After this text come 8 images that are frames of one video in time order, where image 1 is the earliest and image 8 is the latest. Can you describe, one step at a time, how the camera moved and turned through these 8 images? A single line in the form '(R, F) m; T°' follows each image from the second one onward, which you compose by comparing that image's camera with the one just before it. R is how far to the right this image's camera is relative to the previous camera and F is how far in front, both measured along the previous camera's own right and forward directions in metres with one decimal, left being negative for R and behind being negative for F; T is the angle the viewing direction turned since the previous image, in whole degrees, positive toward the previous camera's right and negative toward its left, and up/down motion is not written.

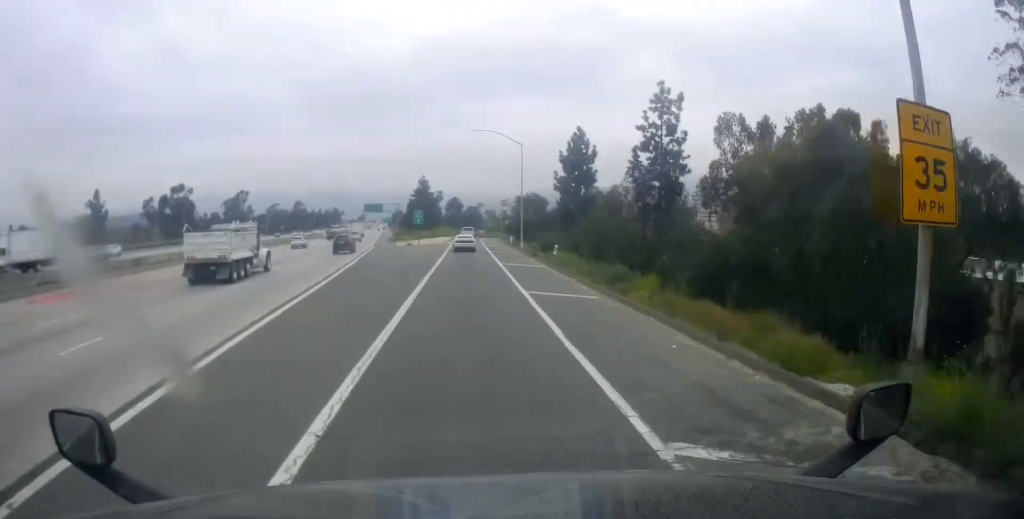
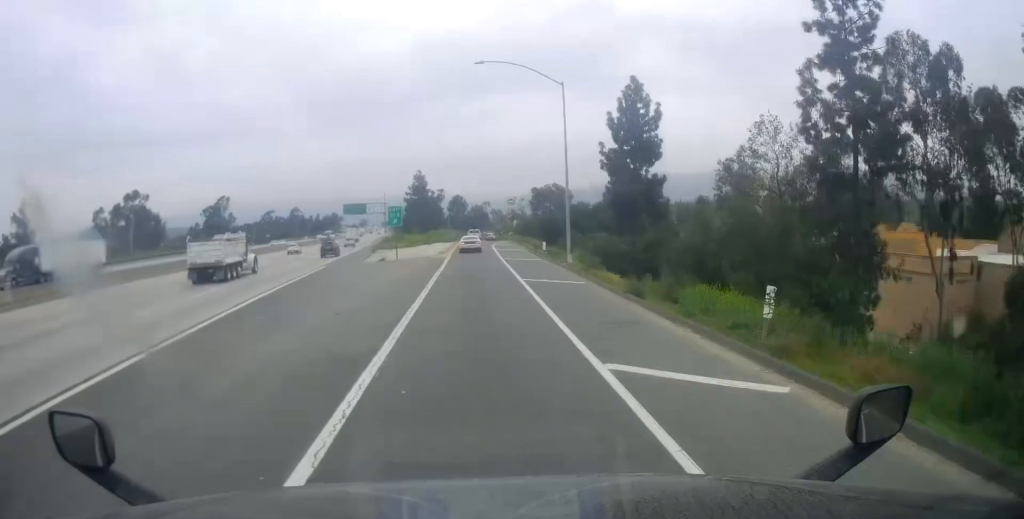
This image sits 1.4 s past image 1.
(-0.5, +27.5) m; -2°
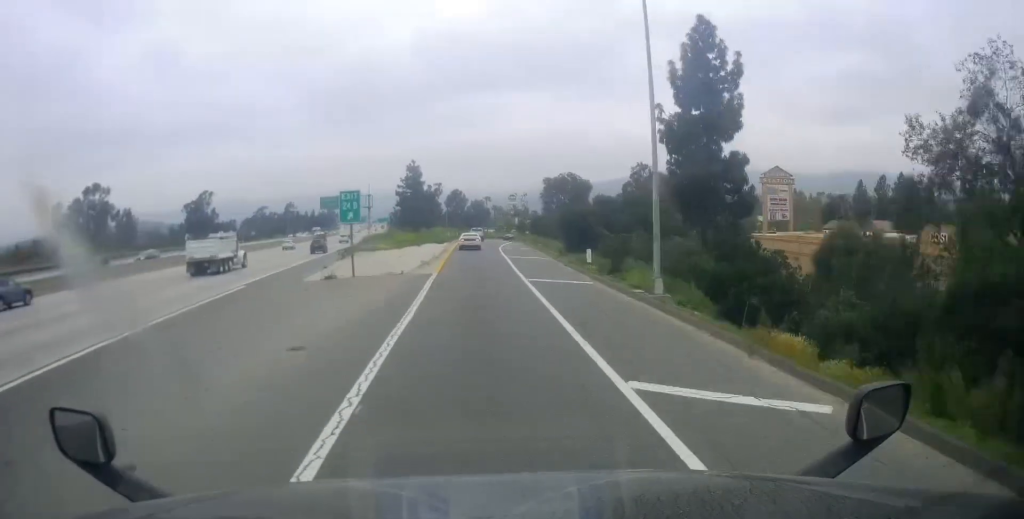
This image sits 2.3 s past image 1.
(+0.2, +17.1) m; +1°
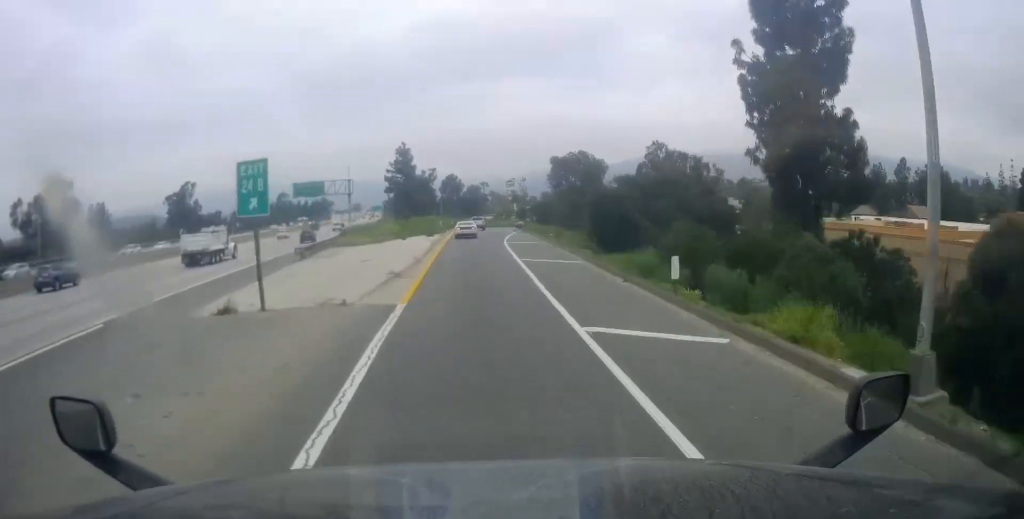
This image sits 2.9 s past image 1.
(+0.1, +12.3) m; +1°
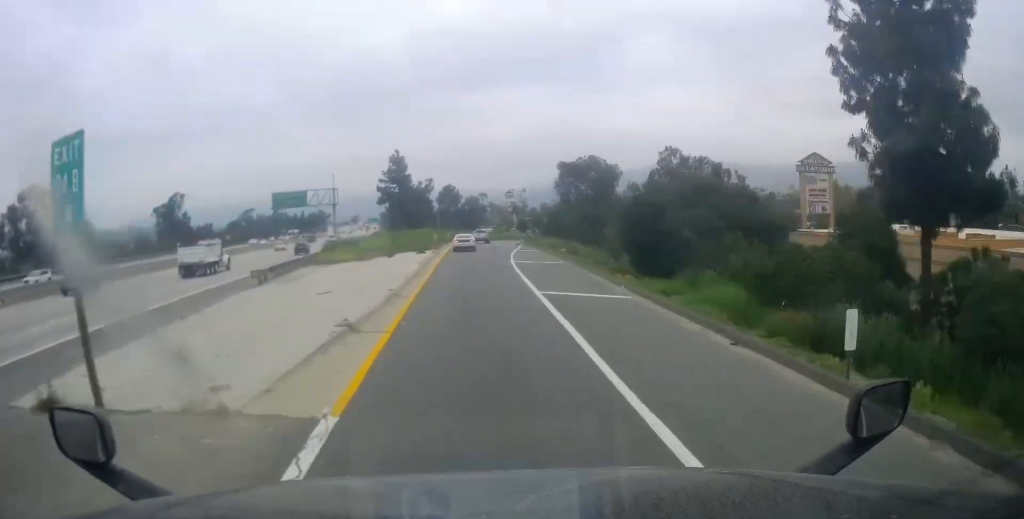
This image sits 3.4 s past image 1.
(0.0, +7.9) m; 0°
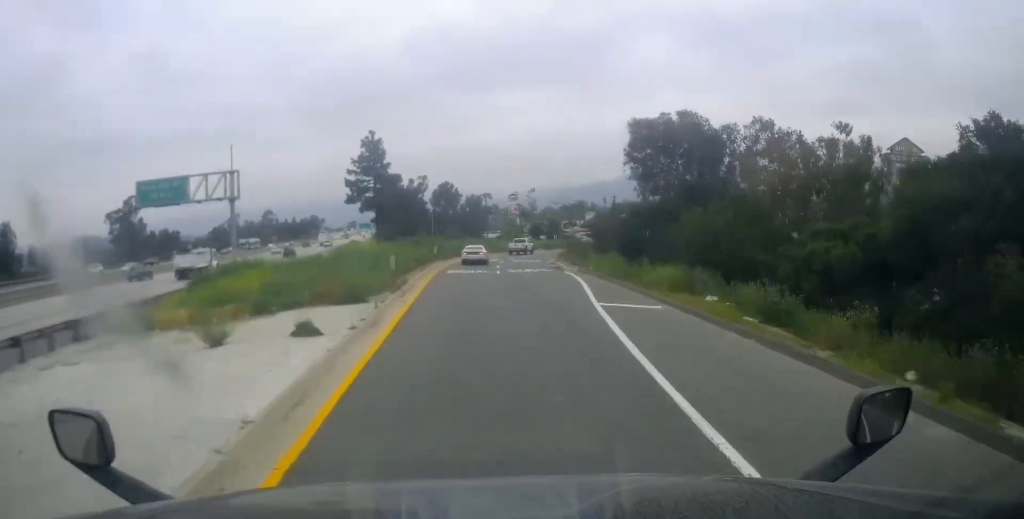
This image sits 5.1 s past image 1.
(+0.4, +30.9) m; +1°
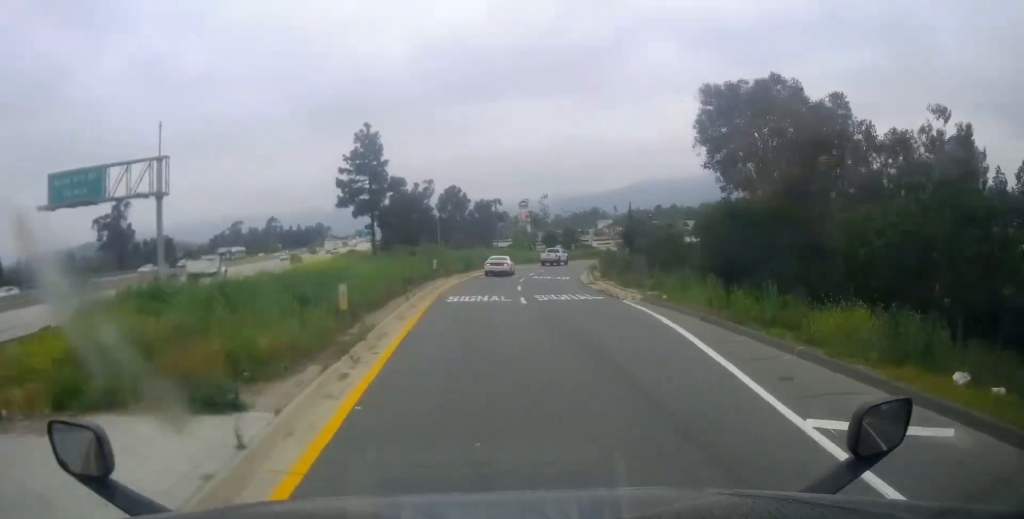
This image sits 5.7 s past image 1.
(+0.2, +11.9) m; -1°
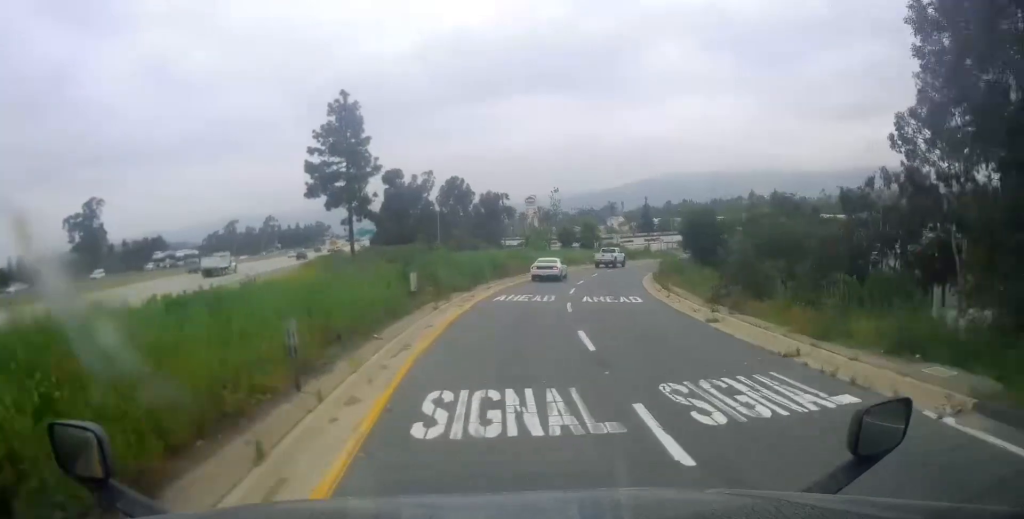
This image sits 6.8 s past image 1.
(-0.6, +18.1) m; -2°
